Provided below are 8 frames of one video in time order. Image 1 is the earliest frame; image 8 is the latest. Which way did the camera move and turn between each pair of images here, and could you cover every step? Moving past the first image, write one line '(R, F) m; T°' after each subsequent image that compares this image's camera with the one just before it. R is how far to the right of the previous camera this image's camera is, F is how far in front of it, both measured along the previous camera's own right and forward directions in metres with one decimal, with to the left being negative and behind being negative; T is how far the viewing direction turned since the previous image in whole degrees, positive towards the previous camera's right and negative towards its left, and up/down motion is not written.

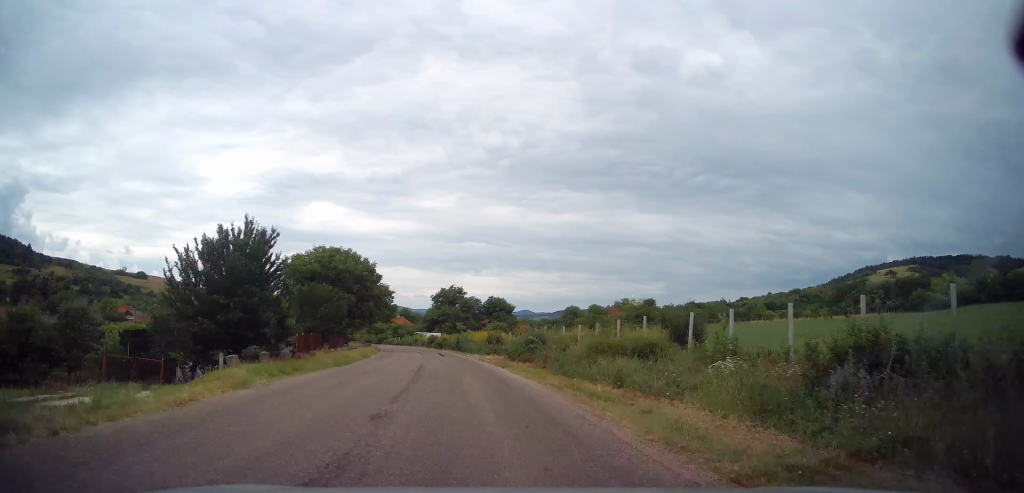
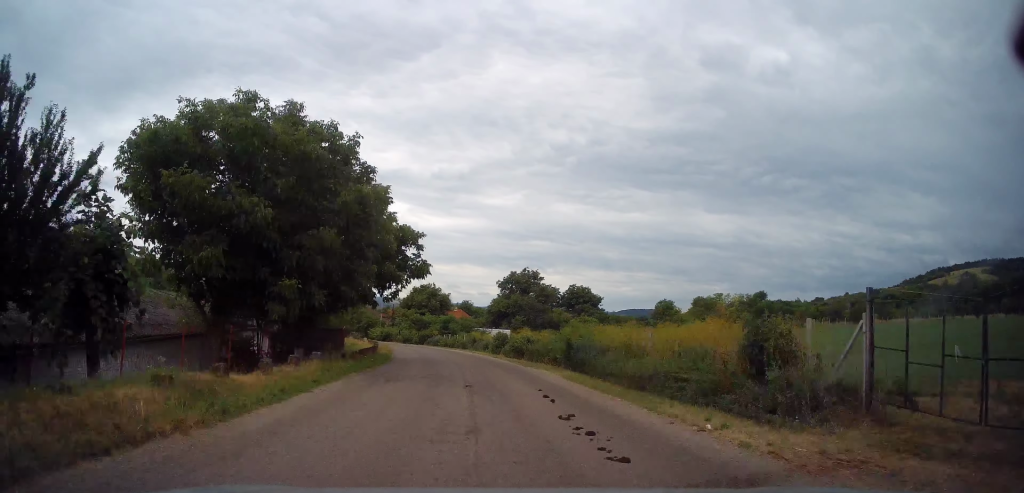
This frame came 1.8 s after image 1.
(+1.6, +37.1) m; 0°
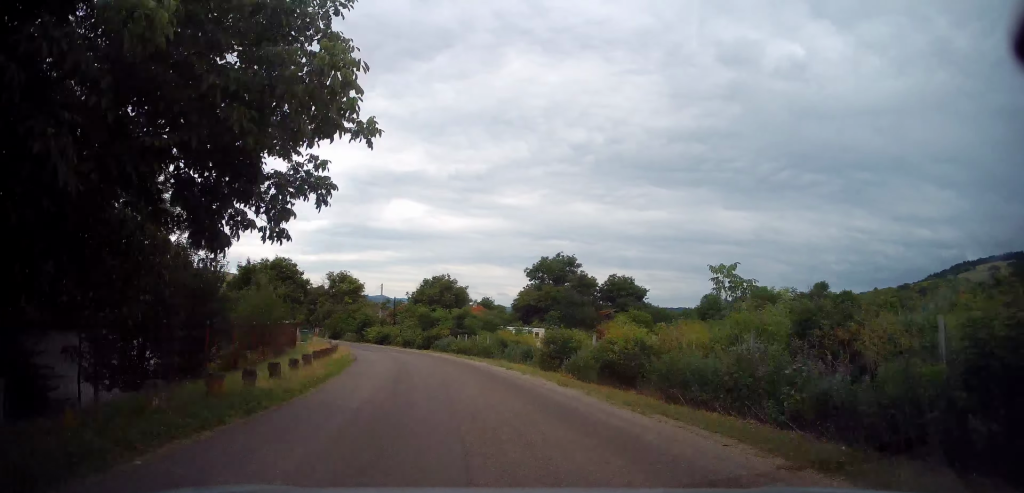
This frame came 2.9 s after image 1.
(-1.2, +20.7) m; -7°
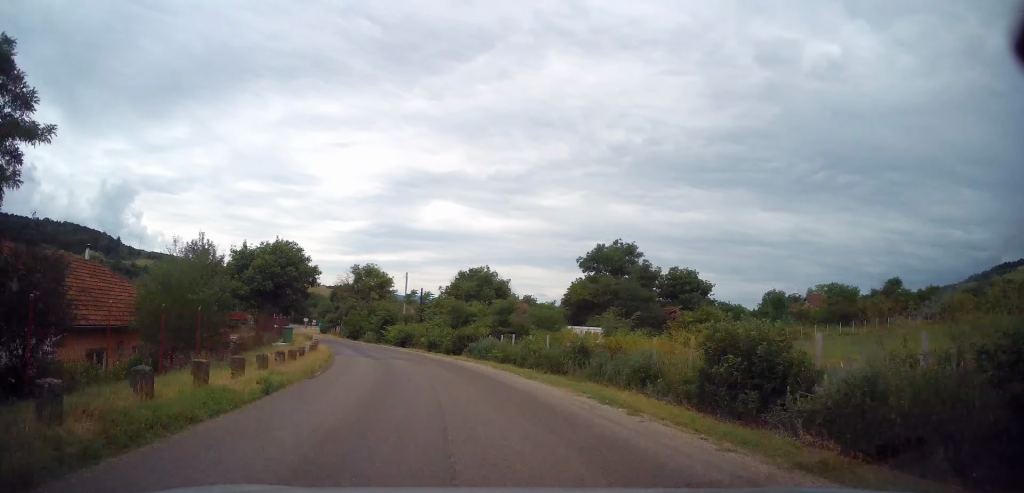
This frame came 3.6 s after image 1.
(-0.5, +12.6) m; -5°
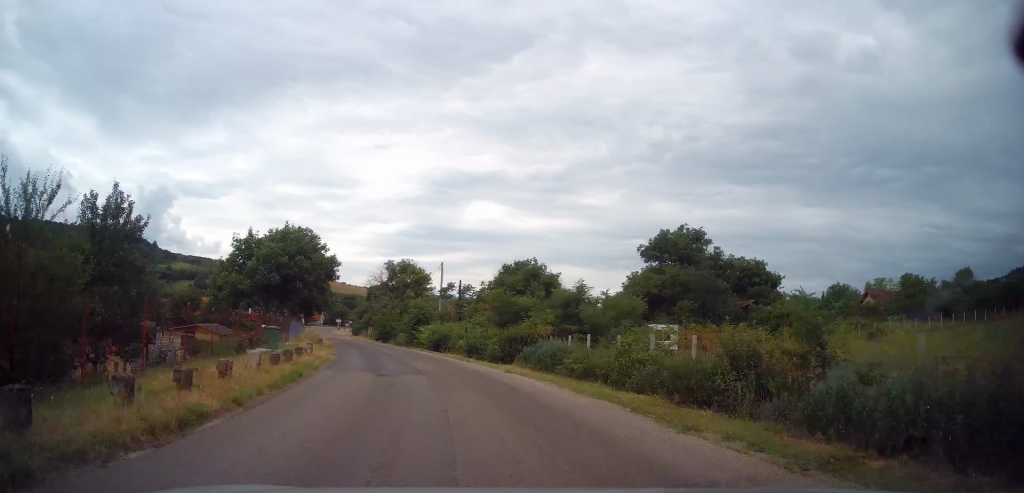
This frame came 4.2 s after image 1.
(0.0, +8.7) m; -4°
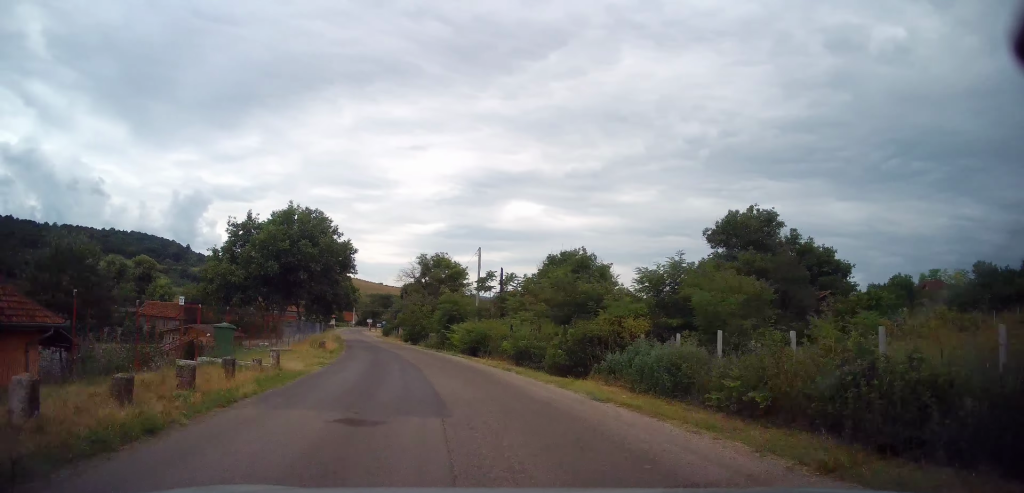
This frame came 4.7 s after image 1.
(-0.4, +7.8) m; -4°
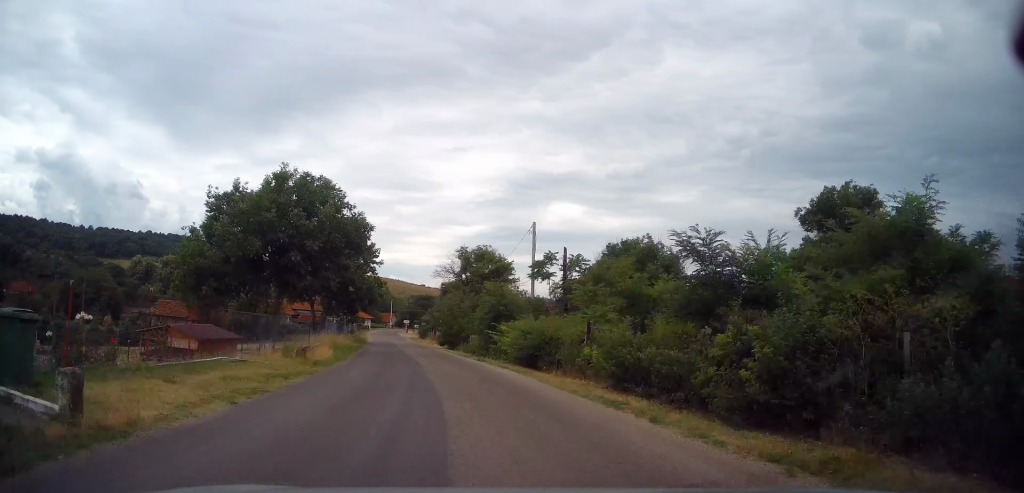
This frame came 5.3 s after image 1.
(-0.6, +9.2) m; -4°
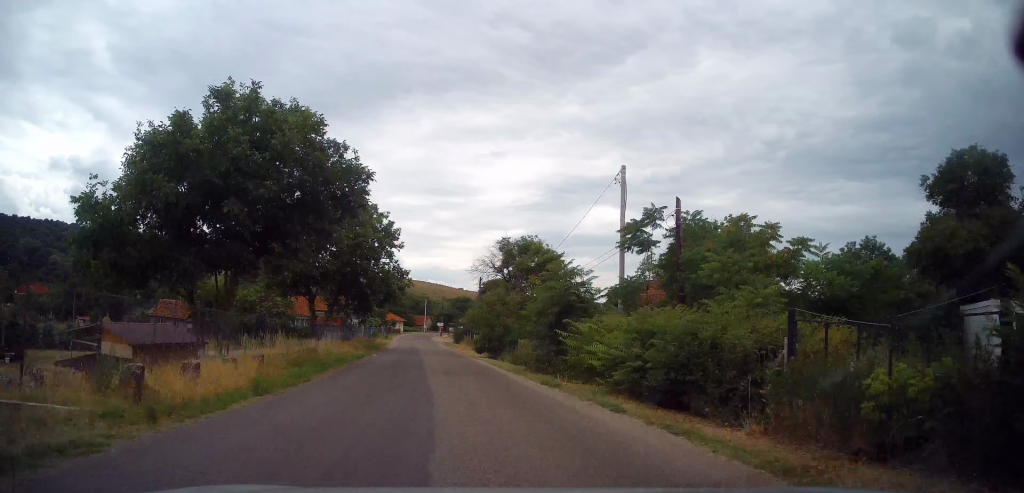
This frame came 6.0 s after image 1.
(-0.3, +10.6) m; -3°
